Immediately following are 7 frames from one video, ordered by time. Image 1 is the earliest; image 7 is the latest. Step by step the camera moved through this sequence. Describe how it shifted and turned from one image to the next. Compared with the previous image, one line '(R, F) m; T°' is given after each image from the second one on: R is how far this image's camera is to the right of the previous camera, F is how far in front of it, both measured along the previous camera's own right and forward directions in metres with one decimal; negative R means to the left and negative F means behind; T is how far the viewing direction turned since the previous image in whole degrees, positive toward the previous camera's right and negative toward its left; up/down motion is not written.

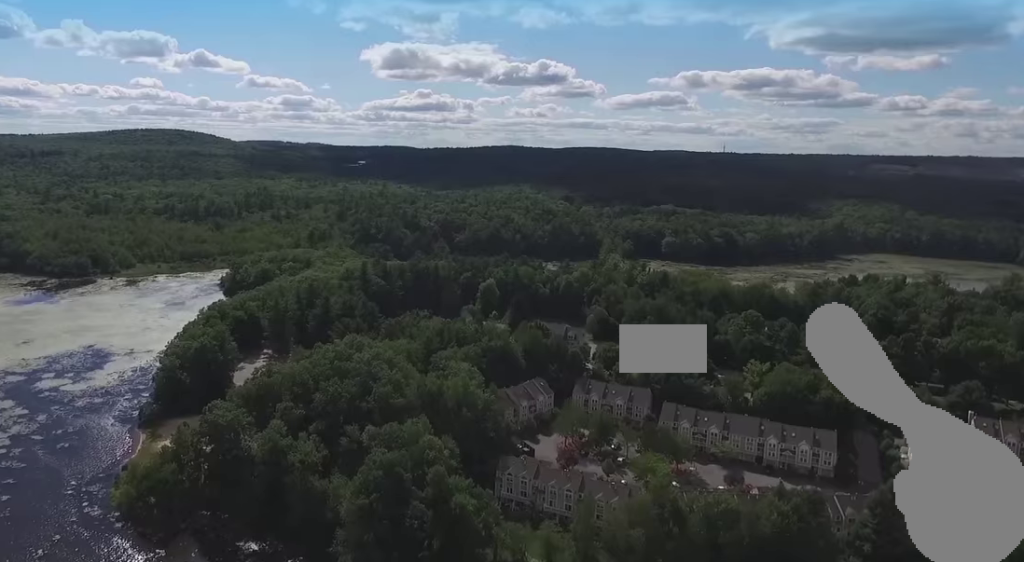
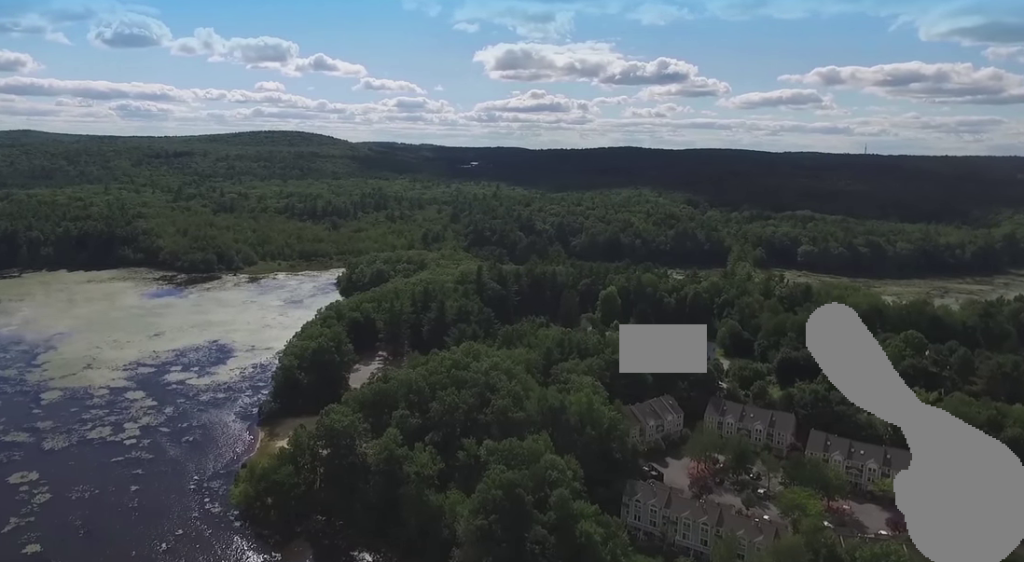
(-0.5, +9.6) m; -6°
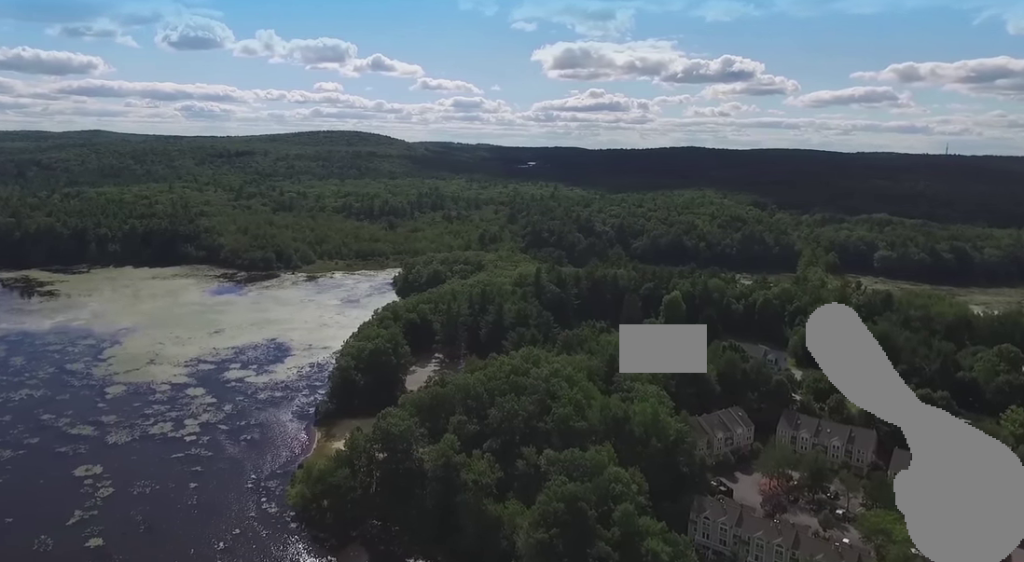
(-0.1, +4.5) m; -3°
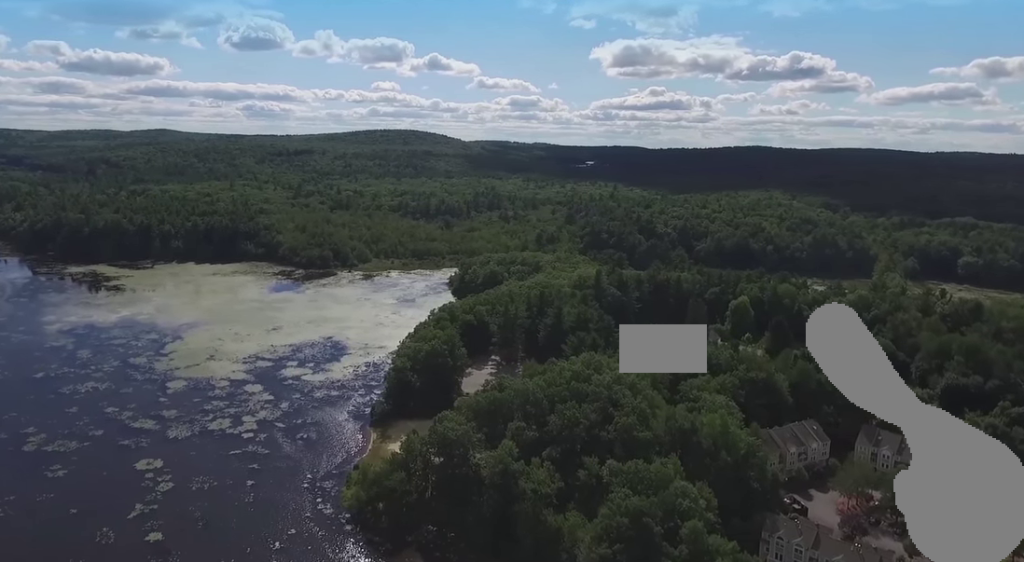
(-0.1, +4.1) m; -3°
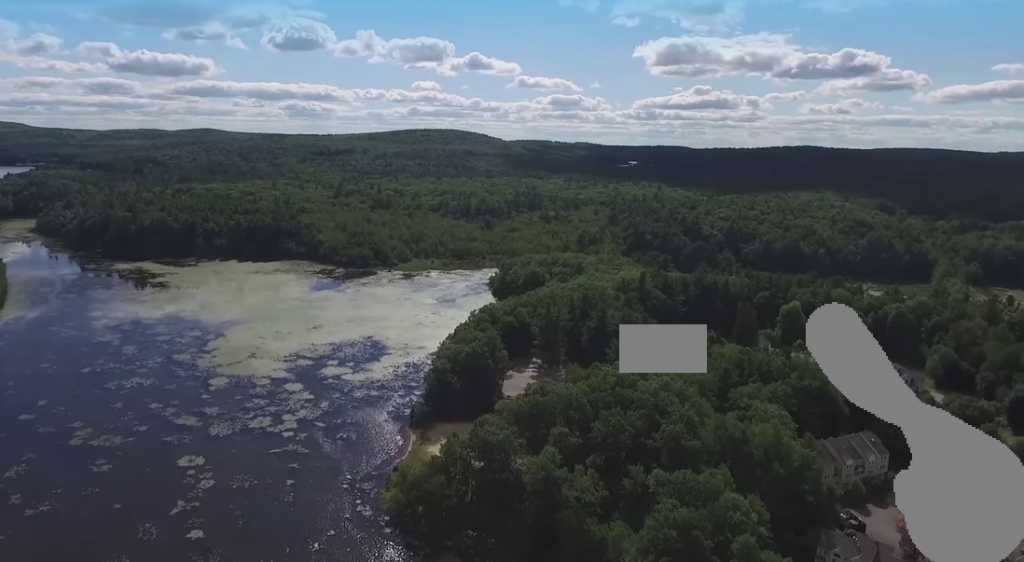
(0.0, +2.6) m; -2°
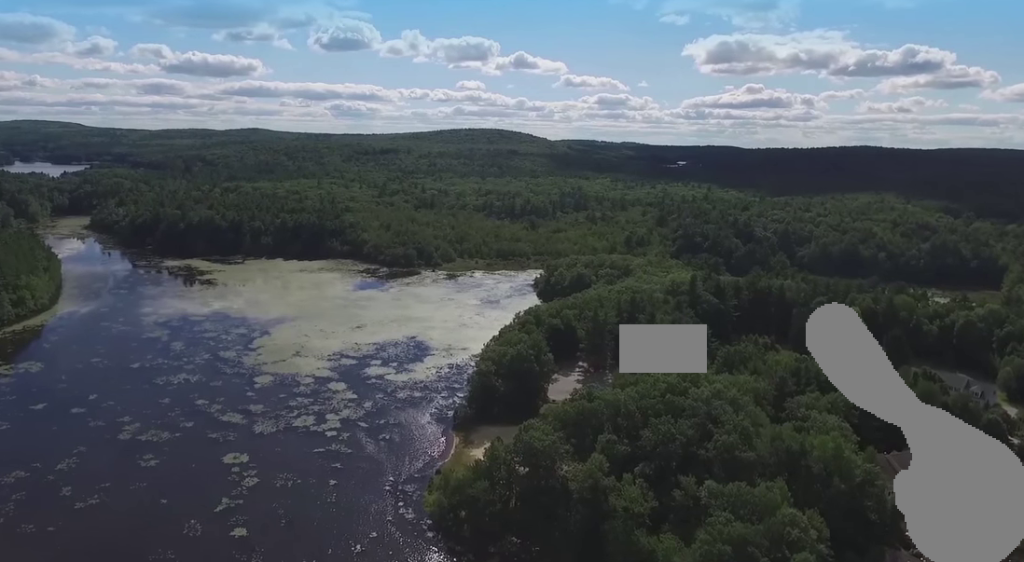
(-0.1, +2.6) m; -2°
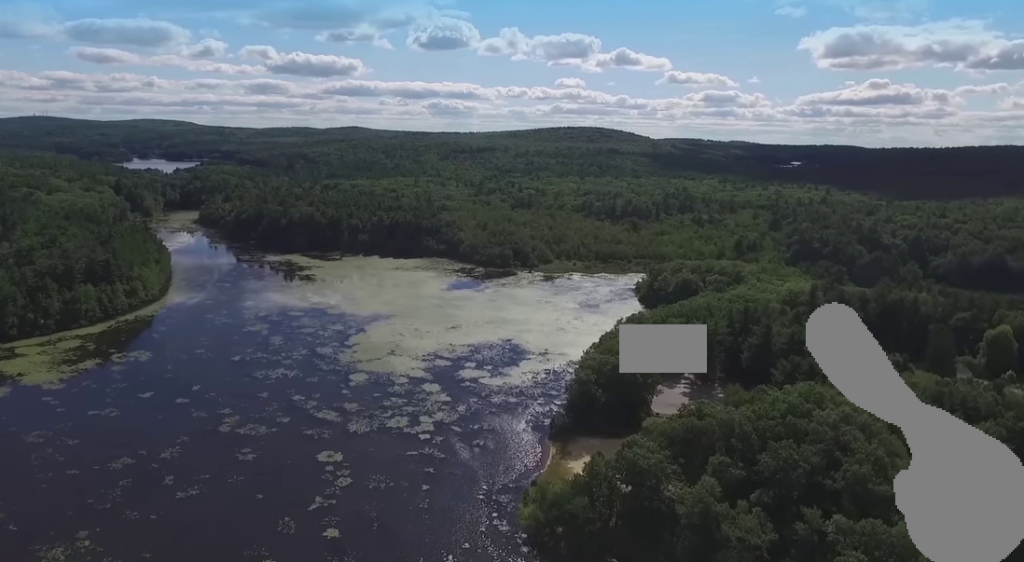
(-0.3, +6.2) m; -6°
